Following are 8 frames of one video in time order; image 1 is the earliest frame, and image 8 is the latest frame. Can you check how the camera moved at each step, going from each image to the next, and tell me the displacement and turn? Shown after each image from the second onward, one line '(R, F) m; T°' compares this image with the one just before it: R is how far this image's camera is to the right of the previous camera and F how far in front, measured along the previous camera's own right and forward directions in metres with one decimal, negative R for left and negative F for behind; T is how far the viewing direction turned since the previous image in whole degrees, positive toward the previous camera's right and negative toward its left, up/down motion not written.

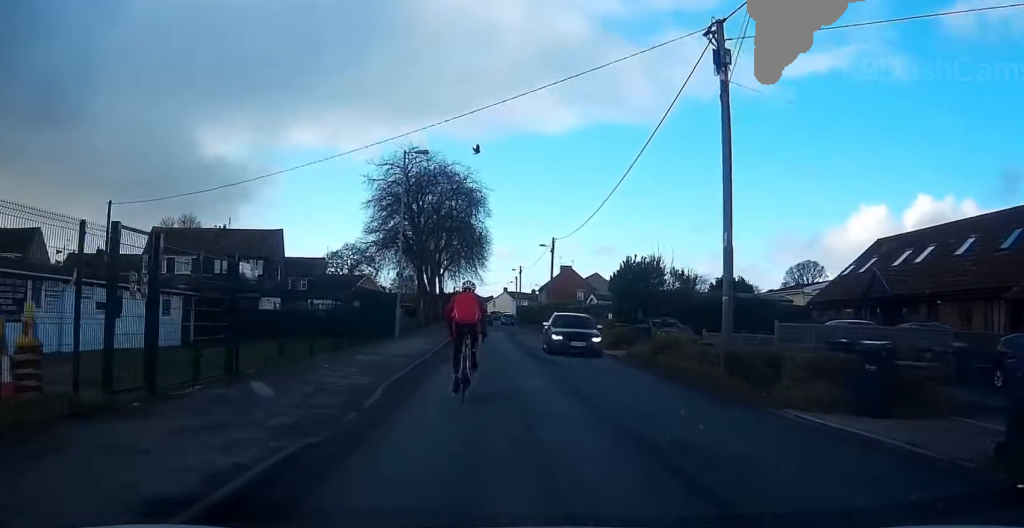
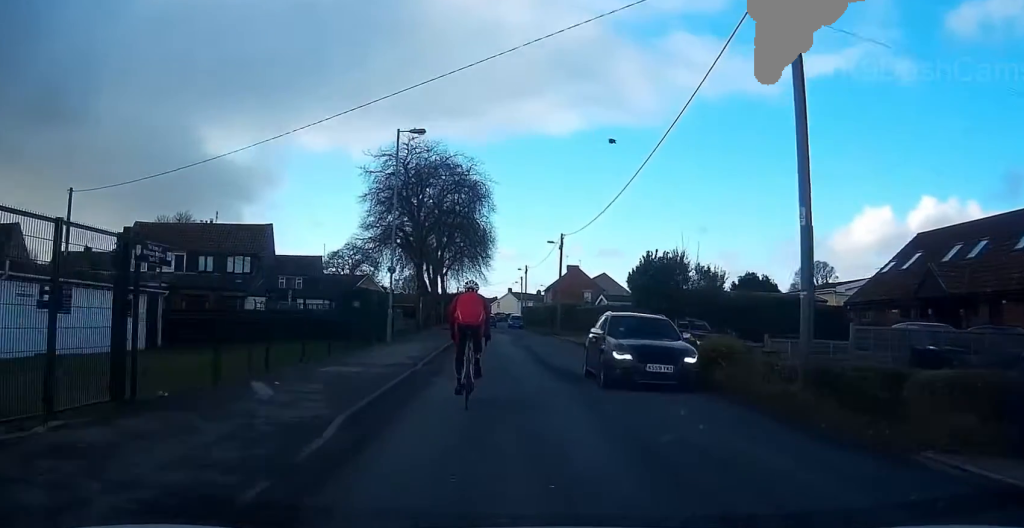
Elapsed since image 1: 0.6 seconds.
(-0.1, +4.3) m; +2°
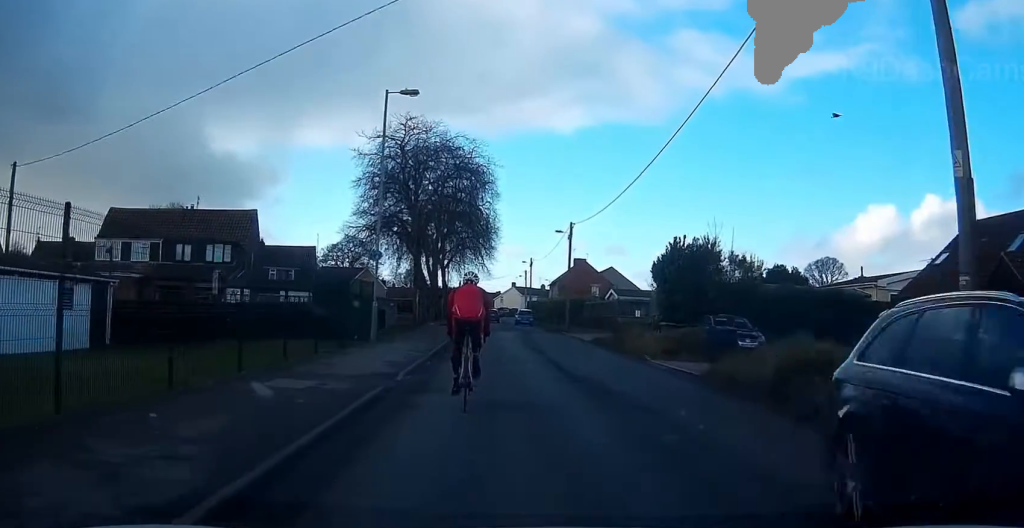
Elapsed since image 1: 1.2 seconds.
(+0.3, +4.8) m; +1°
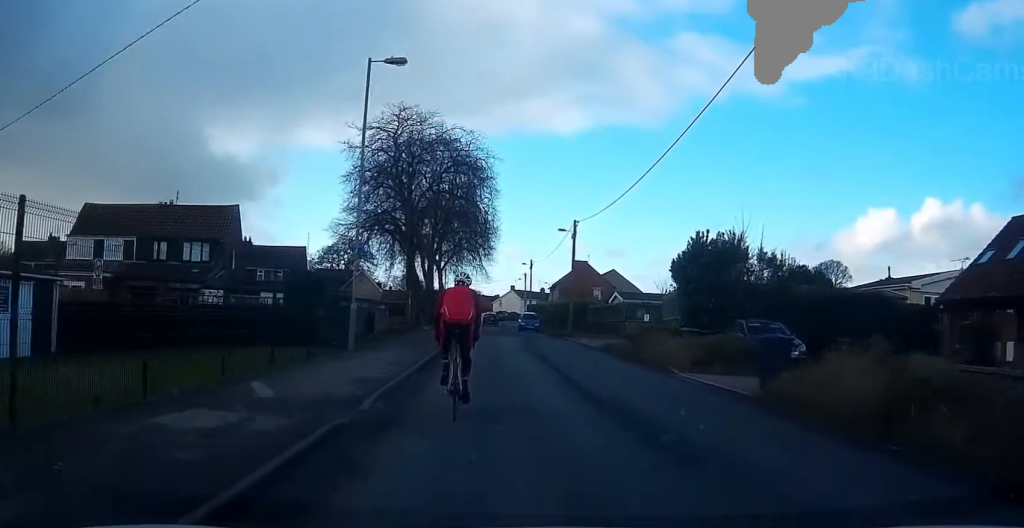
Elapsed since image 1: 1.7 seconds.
(+0.1, +3.7) m; 0°
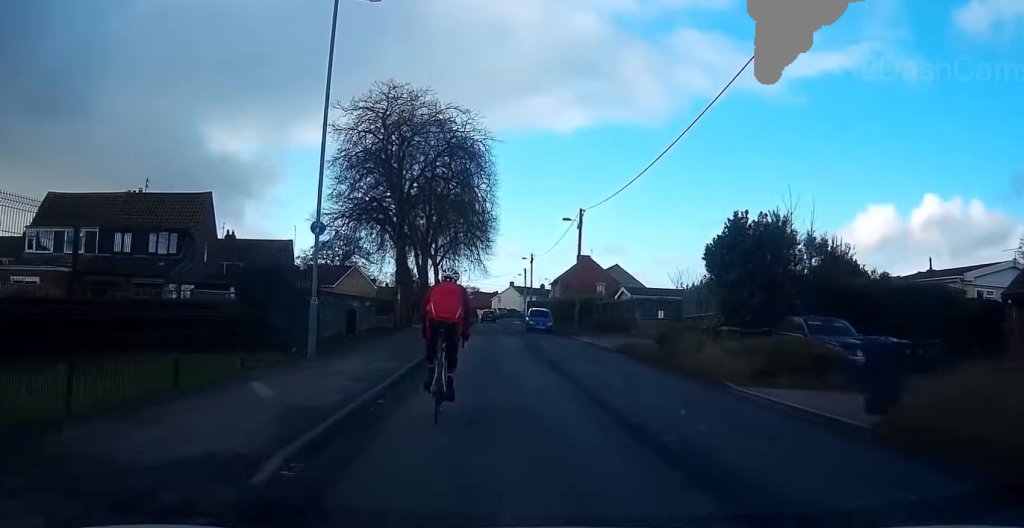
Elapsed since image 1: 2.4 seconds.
(-0.1, +4.7) m; -4°
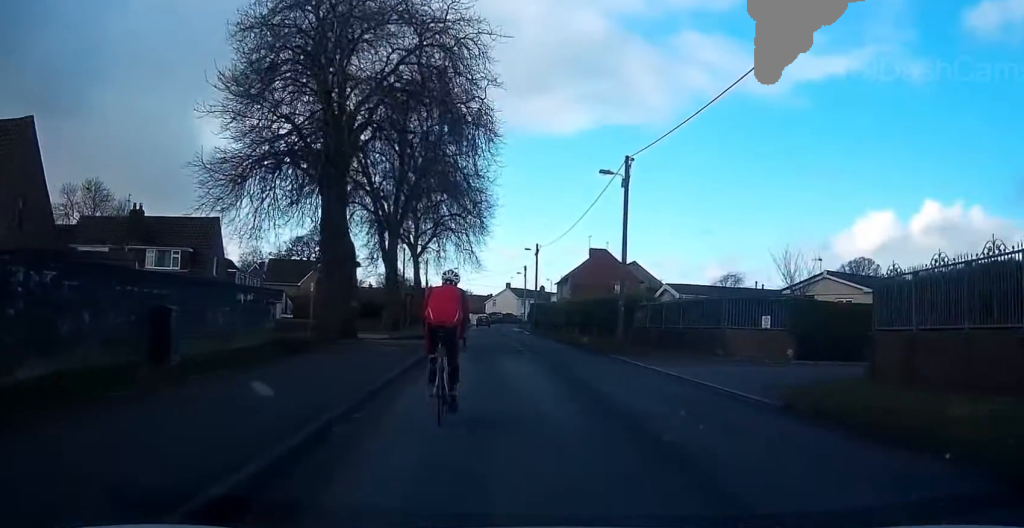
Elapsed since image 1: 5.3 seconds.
(-0.5, +19.5) m; 0°
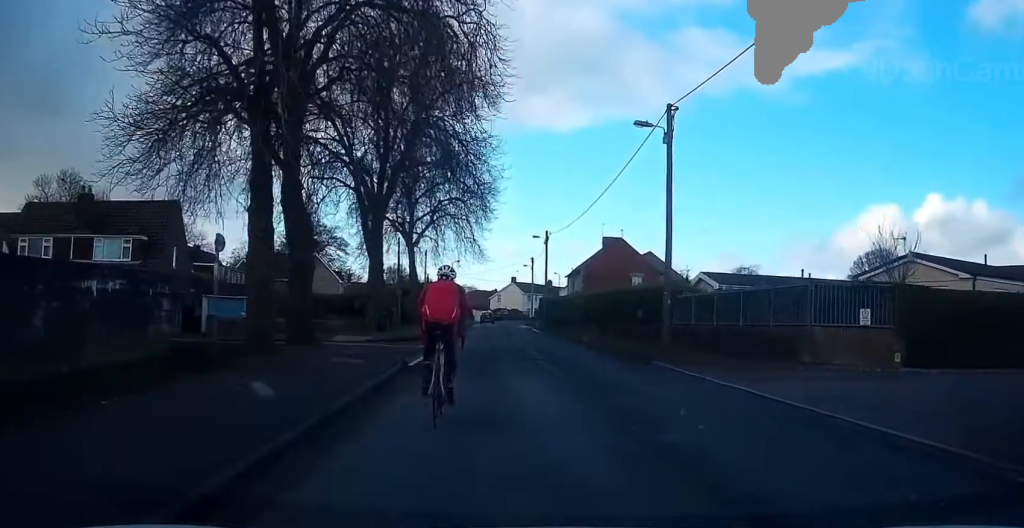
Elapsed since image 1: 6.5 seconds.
(-0.1, +7.9) m; +2°
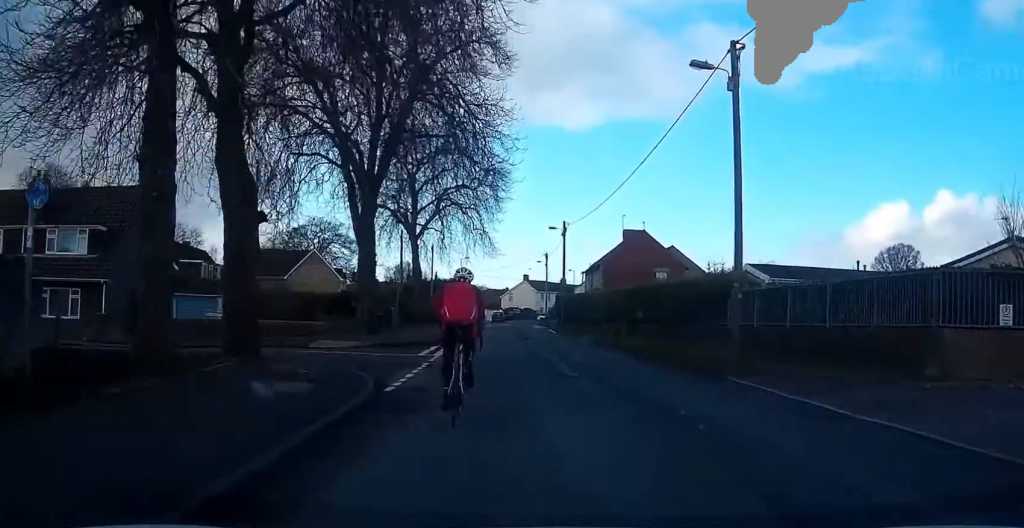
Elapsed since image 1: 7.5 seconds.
(+0.4, +6.3) m; 0°
